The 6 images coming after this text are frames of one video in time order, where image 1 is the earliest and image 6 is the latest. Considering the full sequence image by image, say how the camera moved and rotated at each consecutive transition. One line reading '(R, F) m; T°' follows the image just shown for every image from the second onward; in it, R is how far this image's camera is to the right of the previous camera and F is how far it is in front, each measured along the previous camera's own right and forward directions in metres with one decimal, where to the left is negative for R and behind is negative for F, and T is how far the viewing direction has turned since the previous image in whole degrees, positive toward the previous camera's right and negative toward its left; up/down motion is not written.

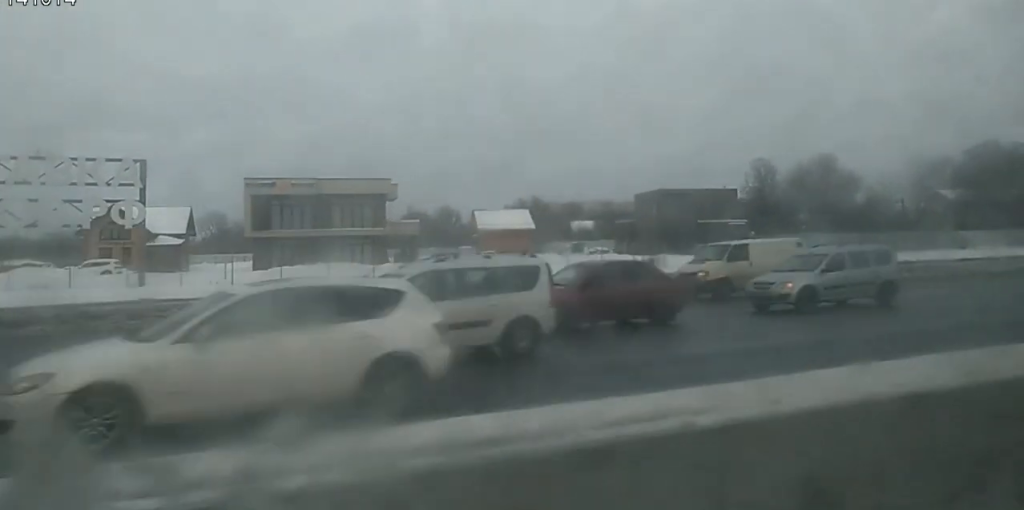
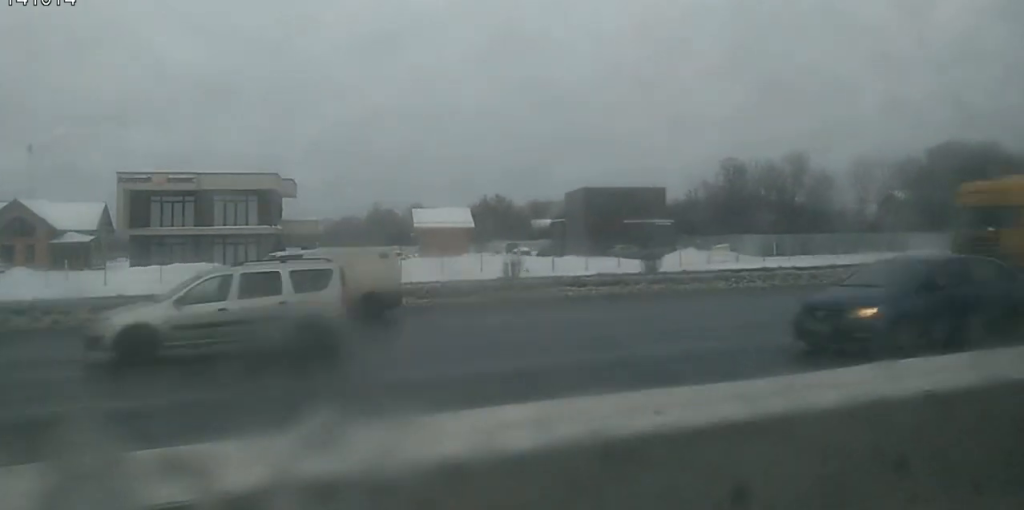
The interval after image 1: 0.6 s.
(0.0, +8.5) m; 0°
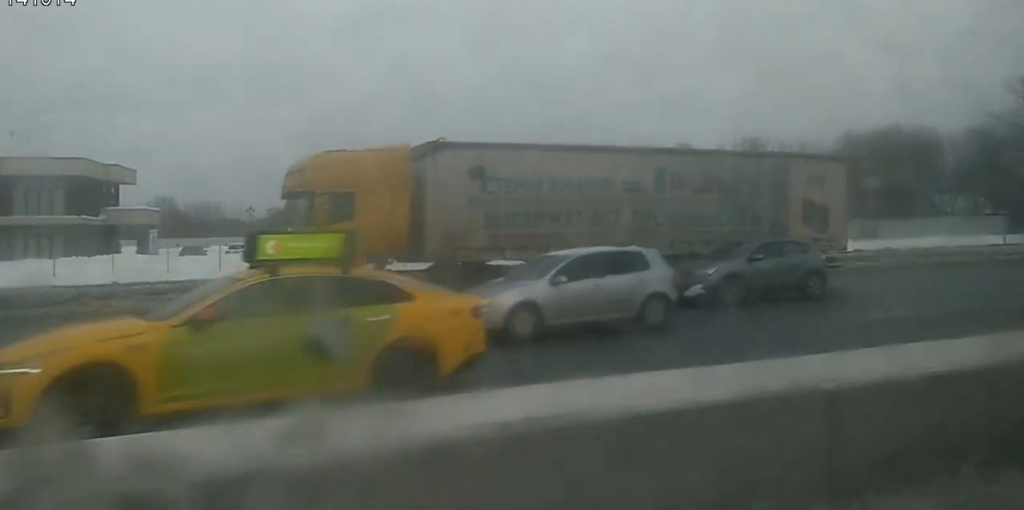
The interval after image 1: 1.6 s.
(0.0, +12.5) m; 0°
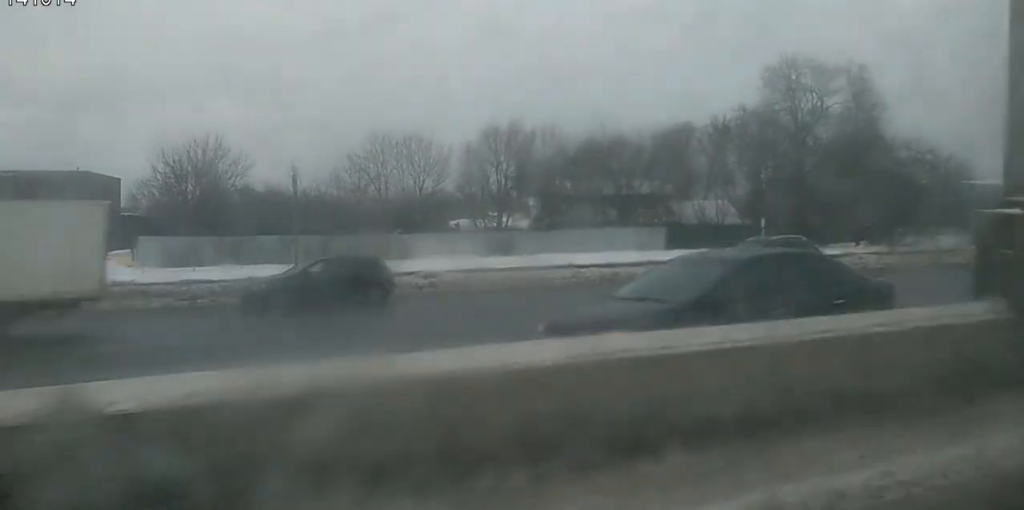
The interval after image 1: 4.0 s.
(0.0, +34.8) m; 0°
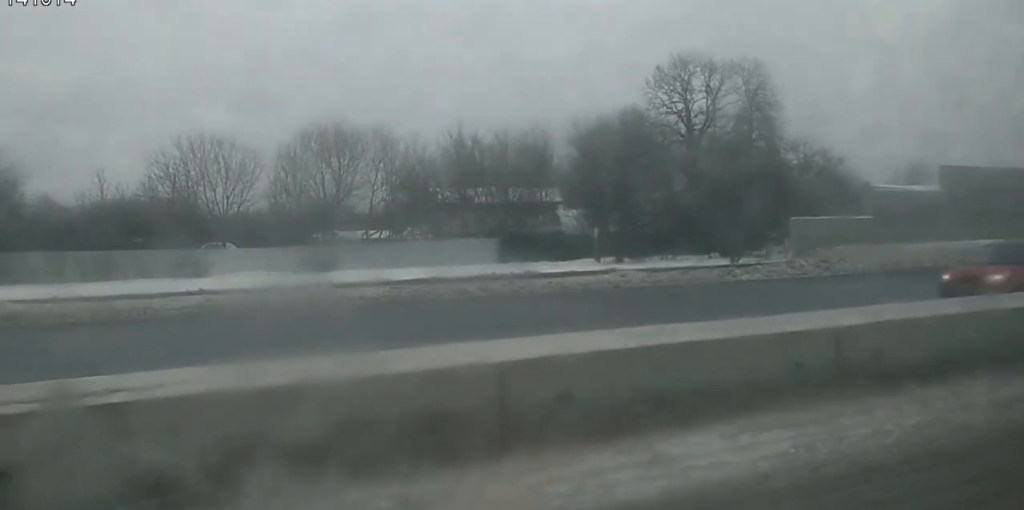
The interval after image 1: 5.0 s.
(0.0, +13.3) m; 0°
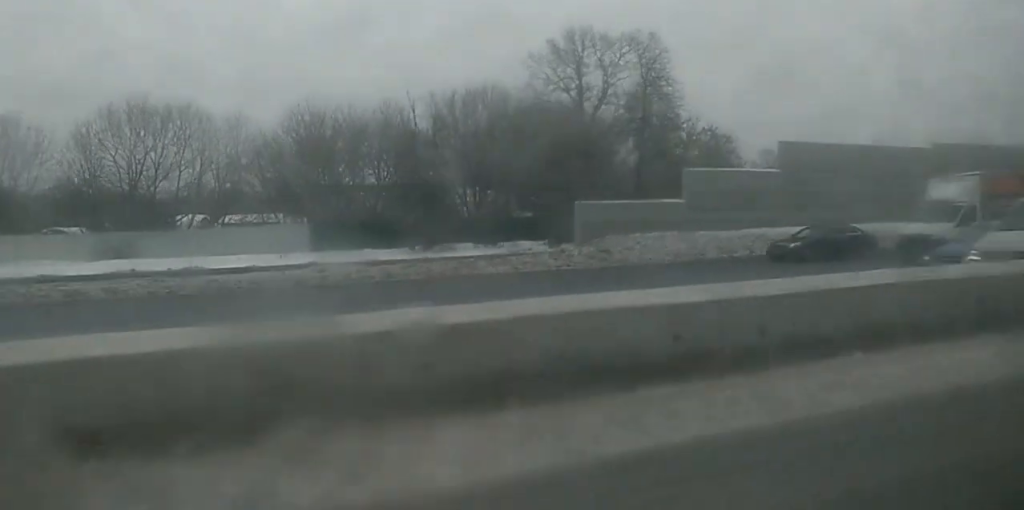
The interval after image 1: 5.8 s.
(0.0, +12.4) m; 0°
